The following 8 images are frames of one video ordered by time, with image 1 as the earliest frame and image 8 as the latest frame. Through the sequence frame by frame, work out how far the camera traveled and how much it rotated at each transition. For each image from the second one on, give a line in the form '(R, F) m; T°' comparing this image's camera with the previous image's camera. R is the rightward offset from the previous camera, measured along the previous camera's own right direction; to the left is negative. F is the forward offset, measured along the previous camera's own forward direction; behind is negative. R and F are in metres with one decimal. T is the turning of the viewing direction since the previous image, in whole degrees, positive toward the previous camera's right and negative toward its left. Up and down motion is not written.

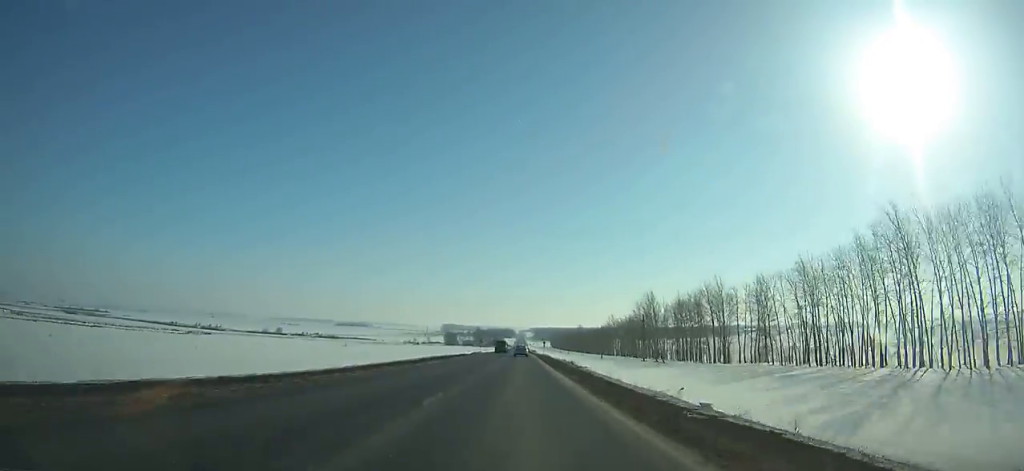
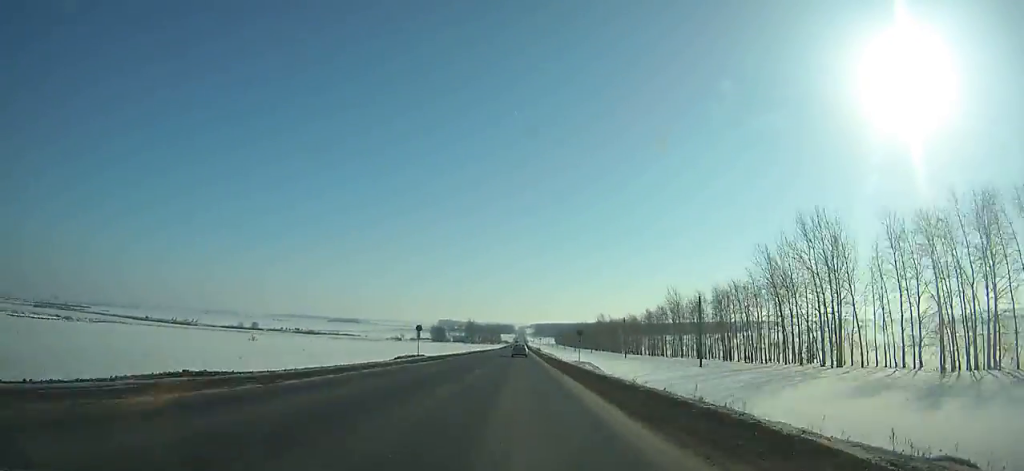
(-0.1, +93.3) m; 0°
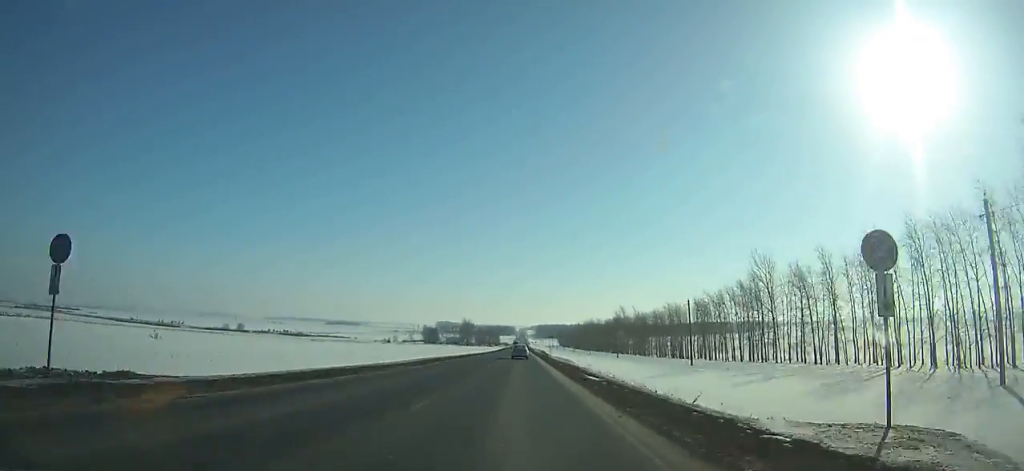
(0.0, +50.3) m; 0°
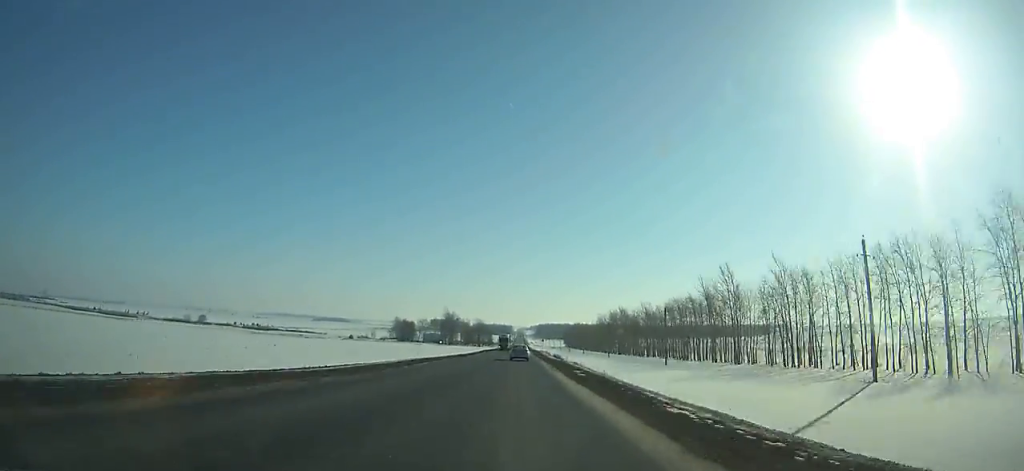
(+0.2, +104.7) m; 0°
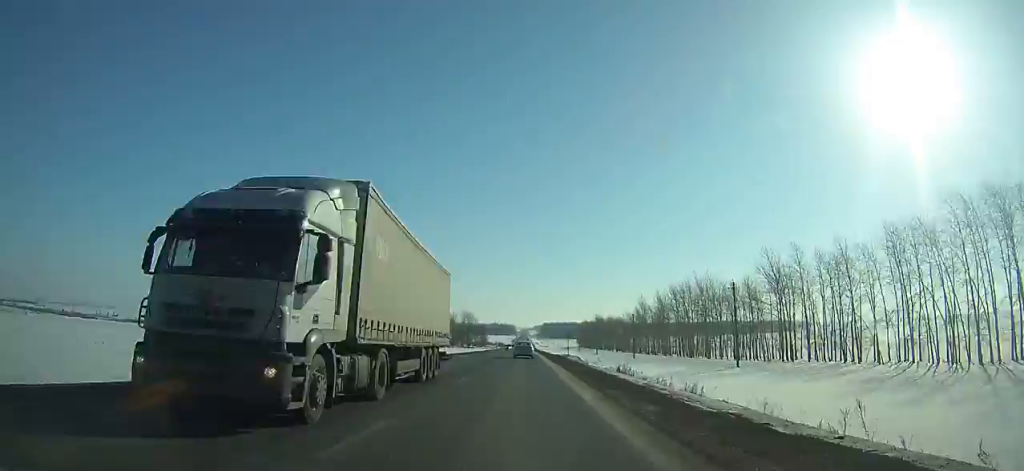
(+0.1, +90.4) m; 0°
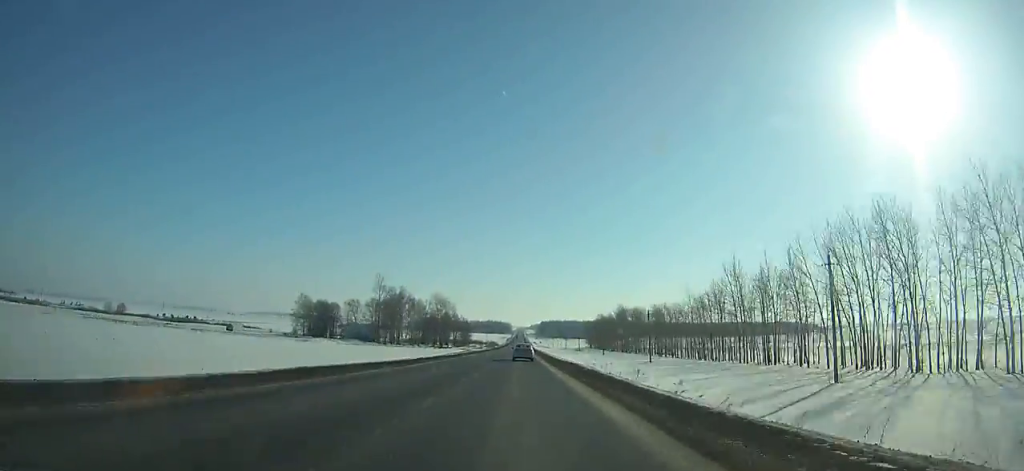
(0.0, +79.0) m; 0°
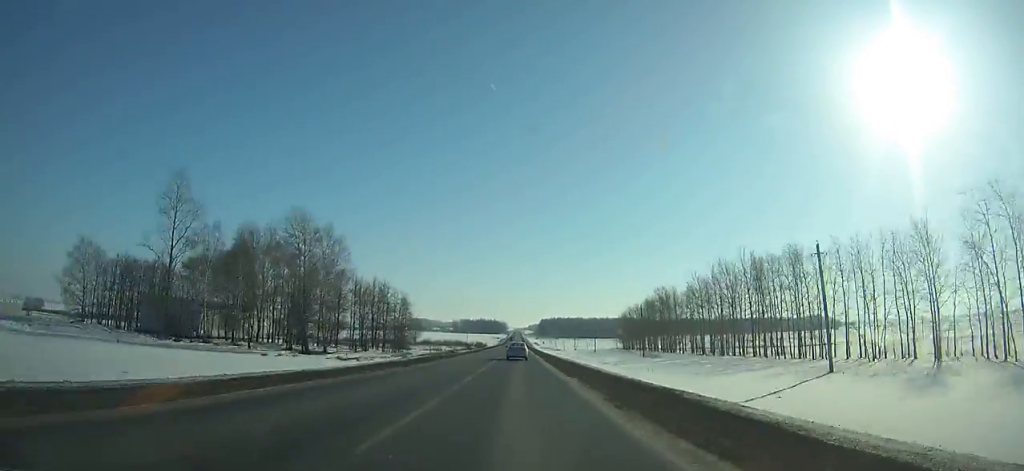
(+0.5, +117.9) m; 0°
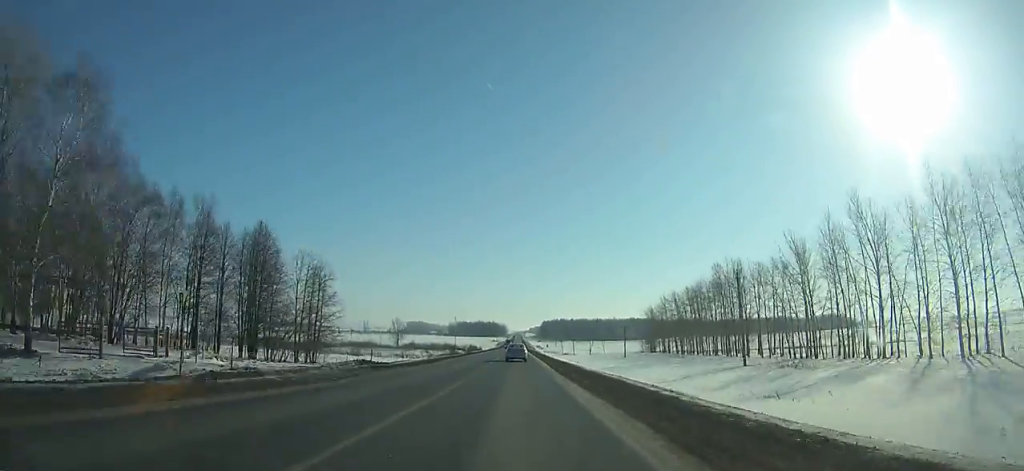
(+0.1, +47.0) m; 0°
